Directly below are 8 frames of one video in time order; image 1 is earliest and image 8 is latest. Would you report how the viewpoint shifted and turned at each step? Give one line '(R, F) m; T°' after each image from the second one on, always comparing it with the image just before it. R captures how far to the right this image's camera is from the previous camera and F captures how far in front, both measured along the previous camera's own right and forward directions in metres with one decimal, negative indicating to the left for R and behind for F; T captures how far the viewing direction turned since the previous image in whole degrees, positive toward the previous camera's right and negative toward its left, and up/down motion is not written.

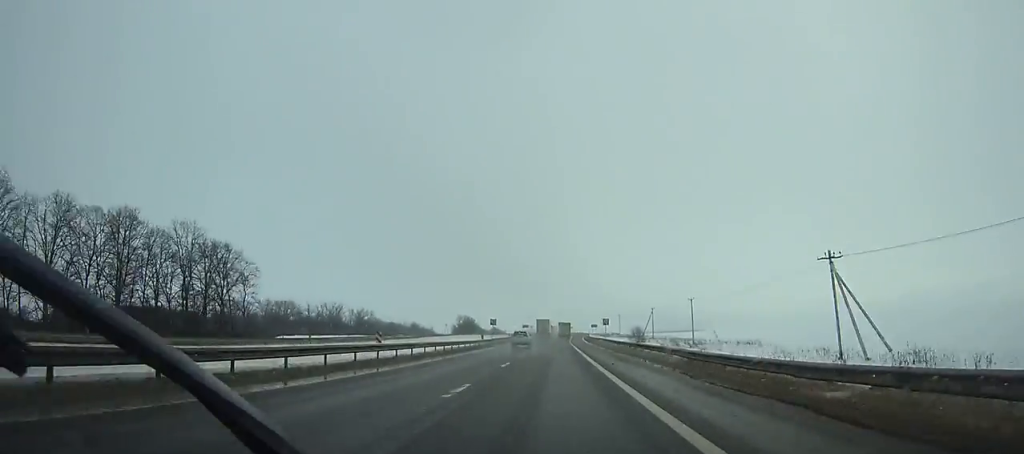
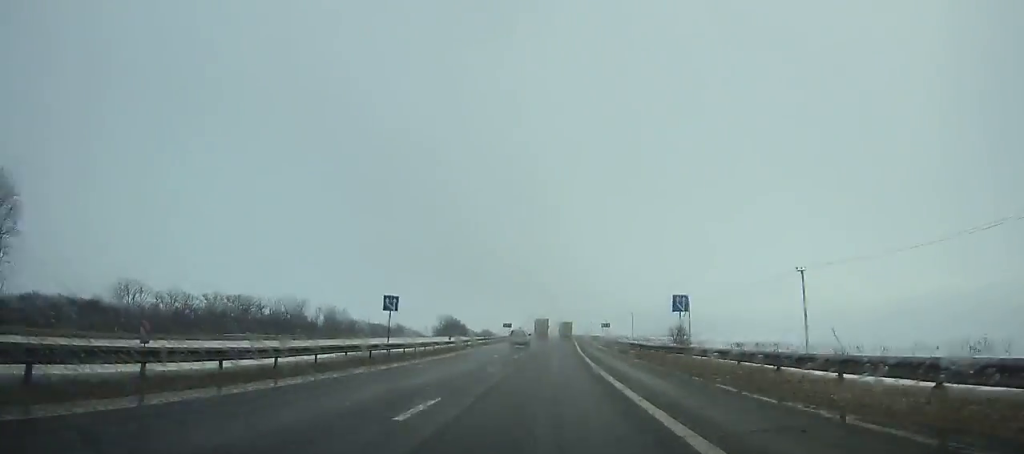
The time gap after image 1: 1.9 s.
(0.0, +50.4) m; 0°
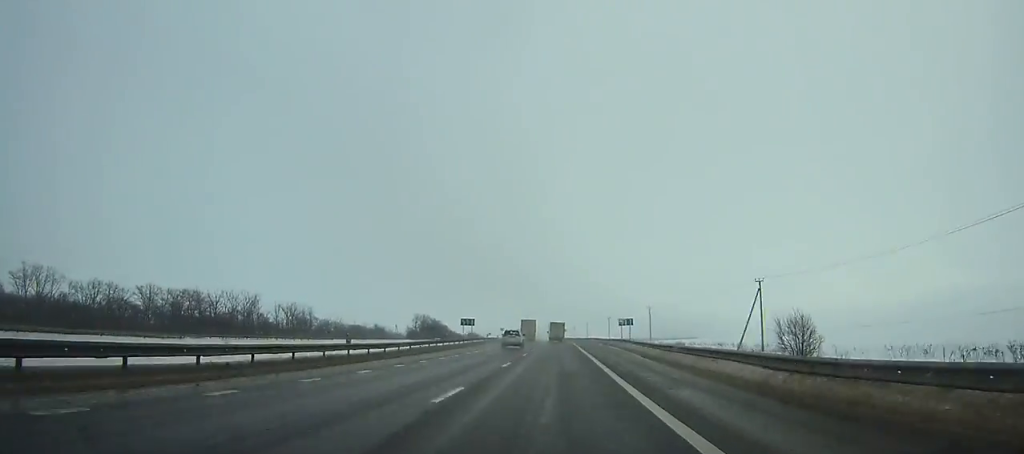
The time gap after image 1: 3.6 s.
(+0.5, +44.9) m; 0°
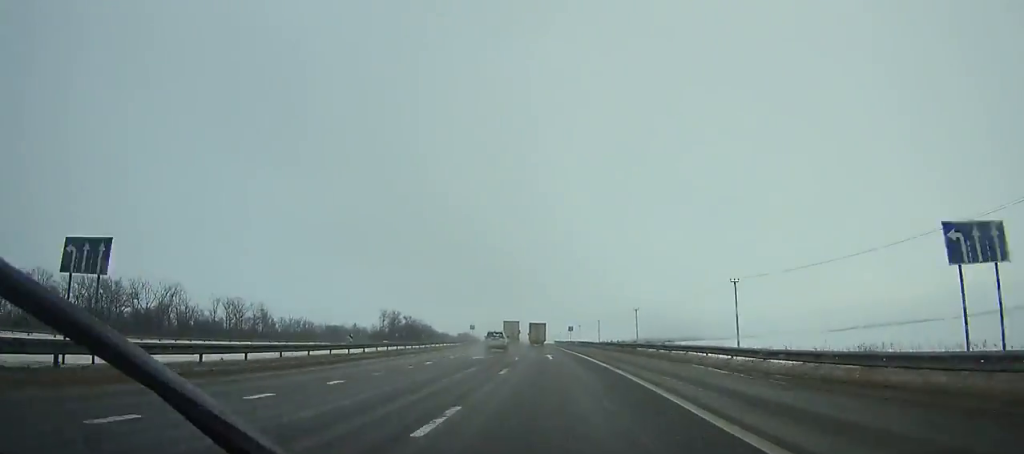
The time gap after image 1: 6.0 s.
(-0.3, +62.8) m; -1°
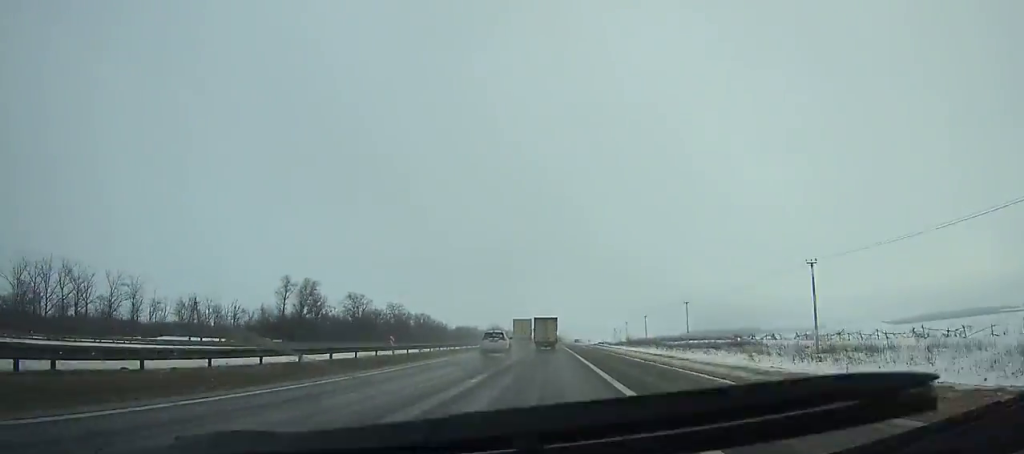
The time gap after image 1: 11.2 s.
(-4.4, +133.2) m; -3°
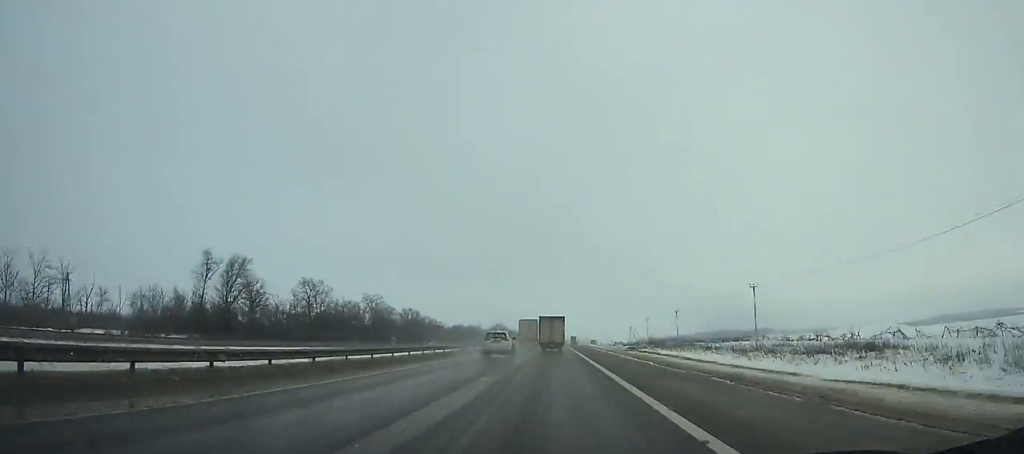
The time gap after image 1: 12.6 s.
(-0.3, +35.0) m; 0°
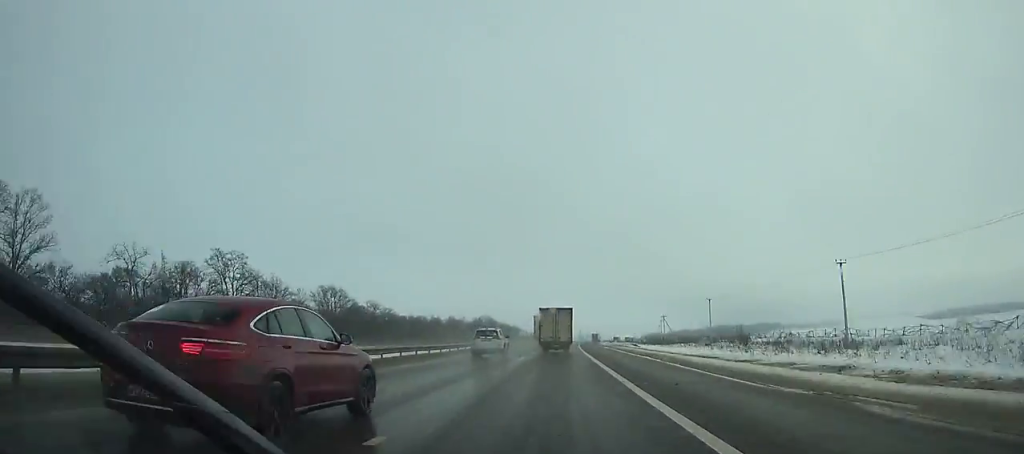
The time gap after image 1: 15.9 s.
(-0.3, +81.3) m; 0°
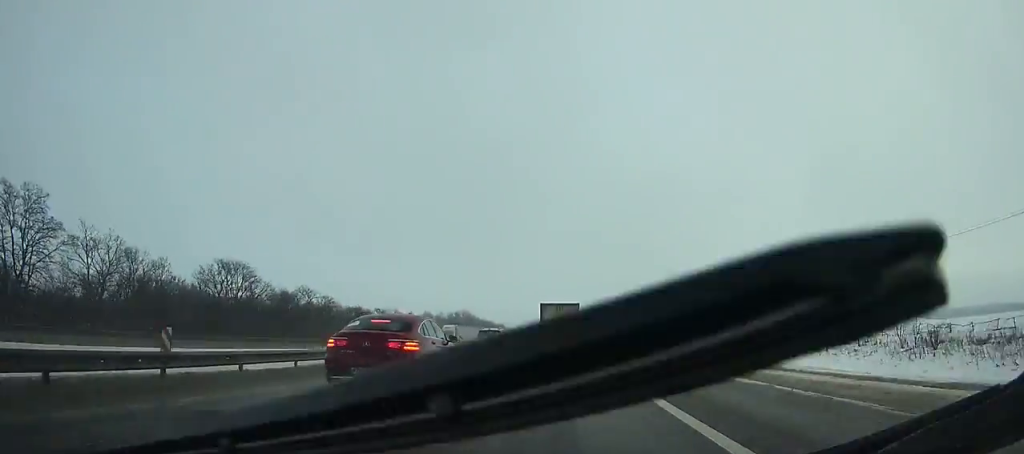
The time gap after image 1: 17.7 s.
(+0.2, +43.3) m; +1°
